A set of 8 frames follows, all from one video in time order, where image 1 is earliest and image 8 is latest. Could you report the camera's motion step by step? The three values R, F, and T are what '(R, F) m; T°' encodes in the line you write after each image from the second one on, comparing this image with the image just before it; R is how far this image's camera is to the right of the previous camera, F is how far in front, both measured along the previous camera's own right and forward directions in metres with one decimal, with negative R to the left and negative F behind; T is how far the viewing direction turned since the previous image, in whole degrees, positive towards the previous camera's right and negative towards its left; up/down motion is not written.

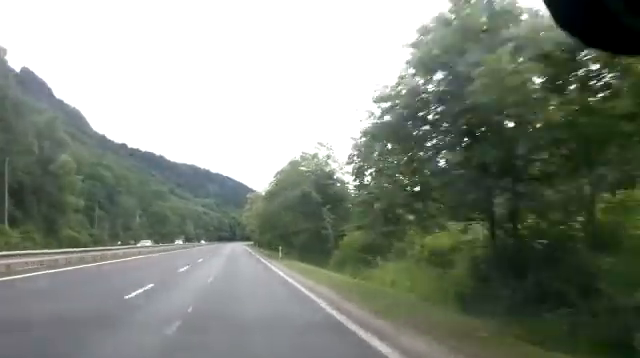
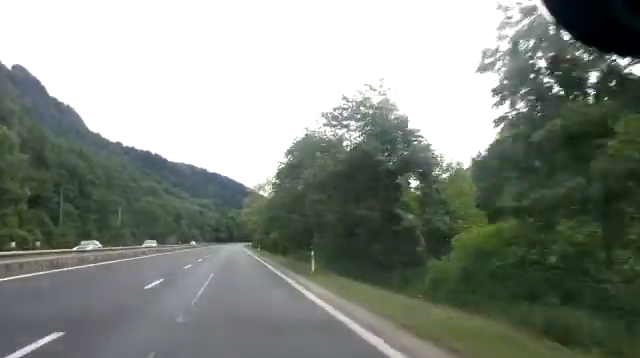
(0.0, +17.2) m; 0°
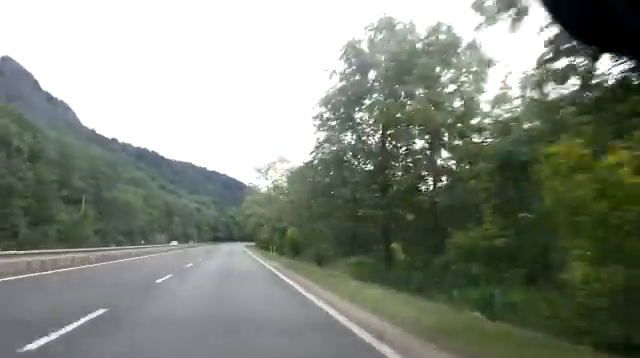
(0.0, +29.3) m; 0°
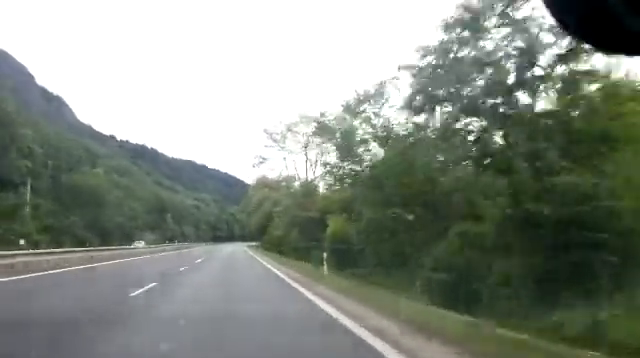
(0.0, +24.1) m; 0°
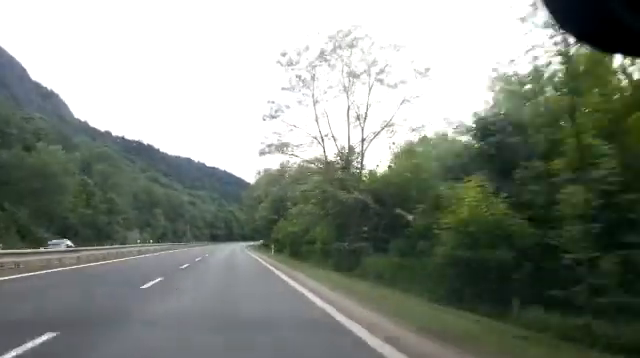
(0.0, +17.9) m; 0°
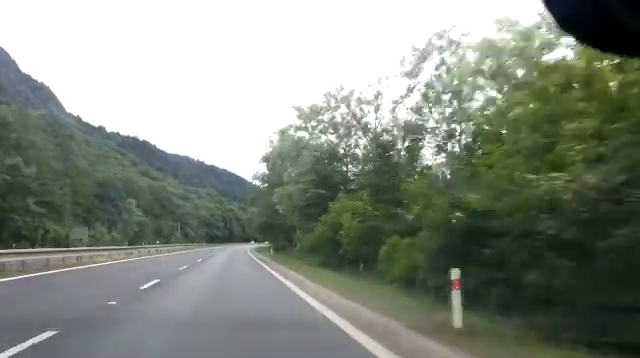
(+0.2, +37.5) m; +1°
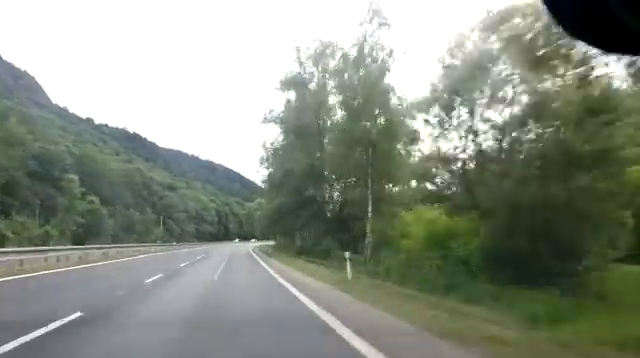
(+0.1, +35.1) m; -1°
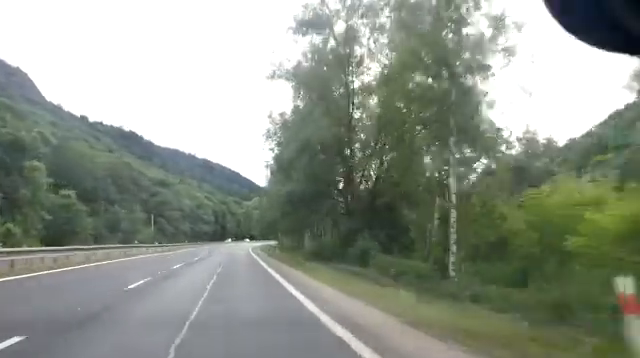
(-0.1, +11.1) m; 0°
